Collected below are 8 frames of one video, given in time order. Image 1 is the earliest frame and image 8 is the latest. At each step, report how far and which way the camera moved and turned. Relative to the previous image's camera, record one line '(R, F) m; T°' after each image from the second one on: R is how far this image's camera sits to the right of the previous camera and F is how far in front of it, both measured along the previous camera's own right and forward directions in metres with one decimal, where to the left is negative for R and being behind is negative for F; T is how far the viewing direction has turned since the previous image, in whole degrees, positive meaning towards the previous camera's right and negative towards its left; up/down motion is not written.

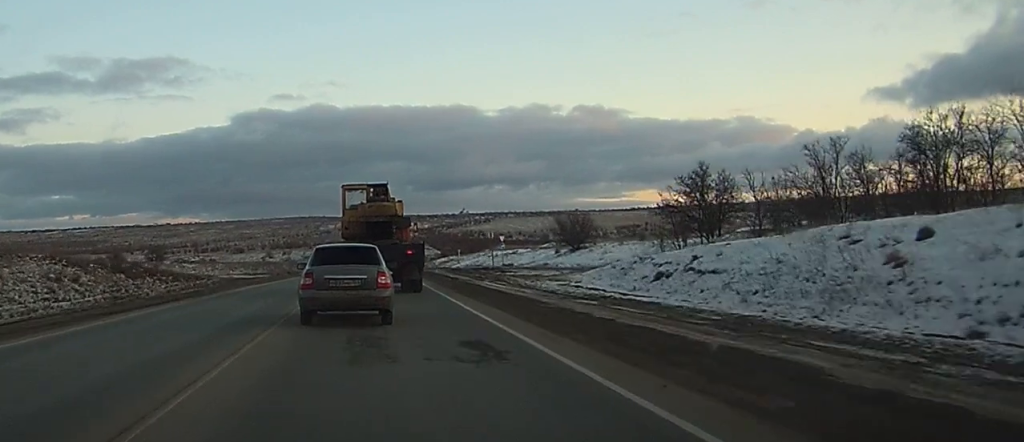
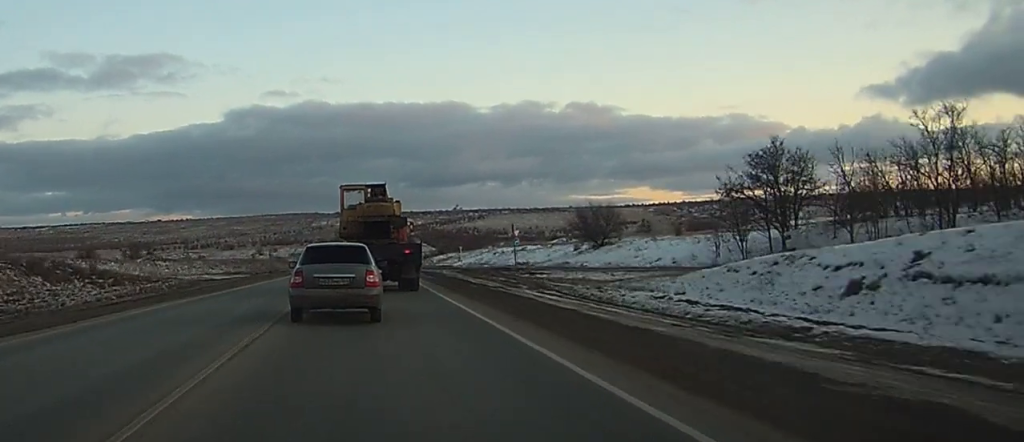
(0.0, +14.0) m; 0°
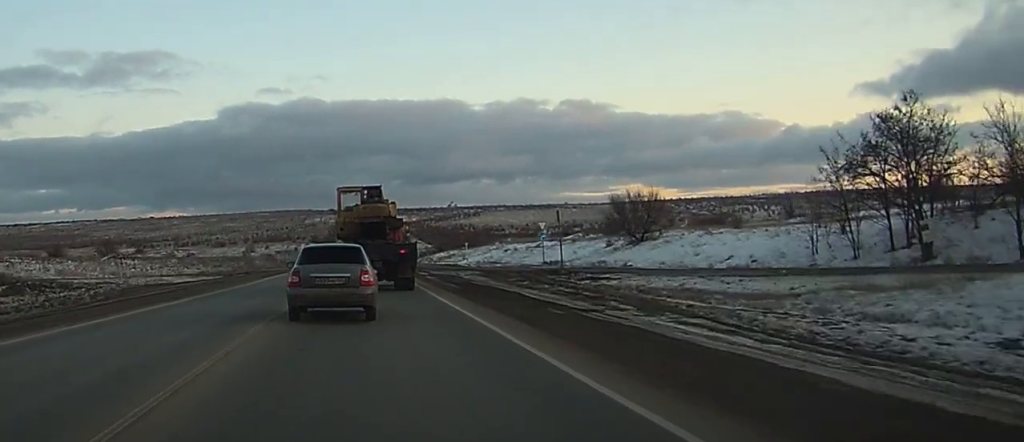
(0.0, +15.4) m; 0°
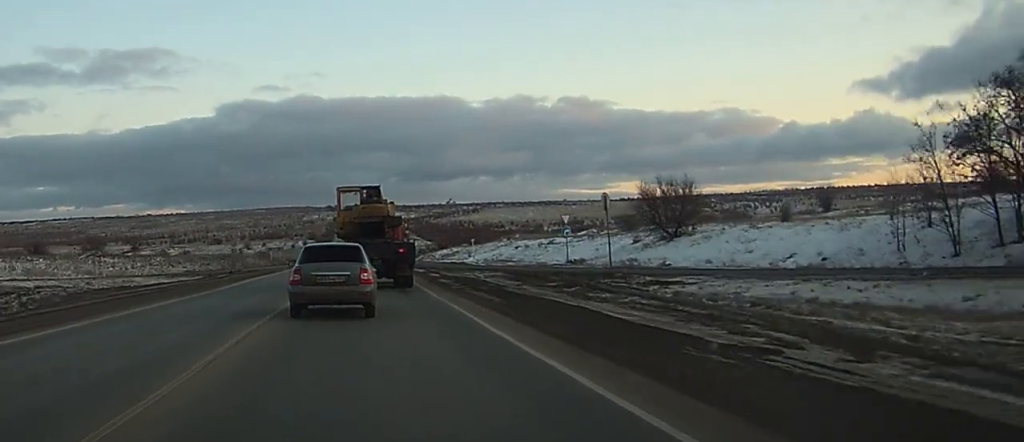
(0.0, +8.9) m; 0°
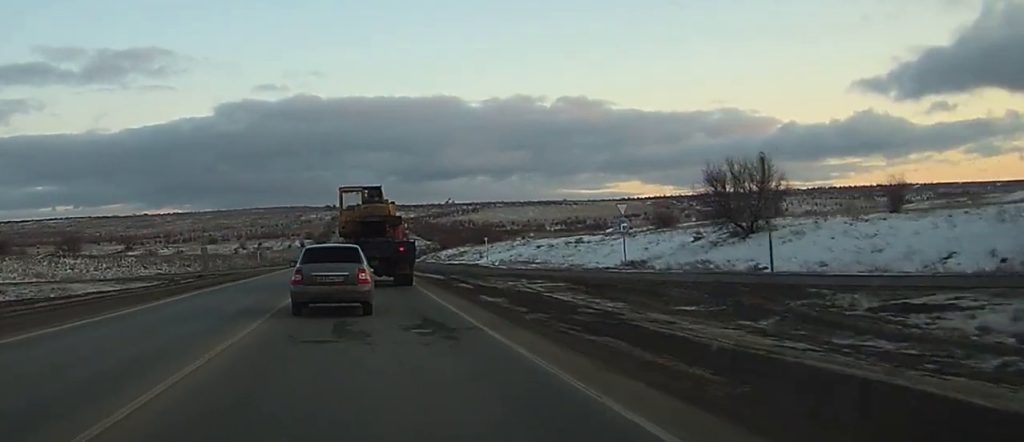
(0.0, +14.3) m; +1°
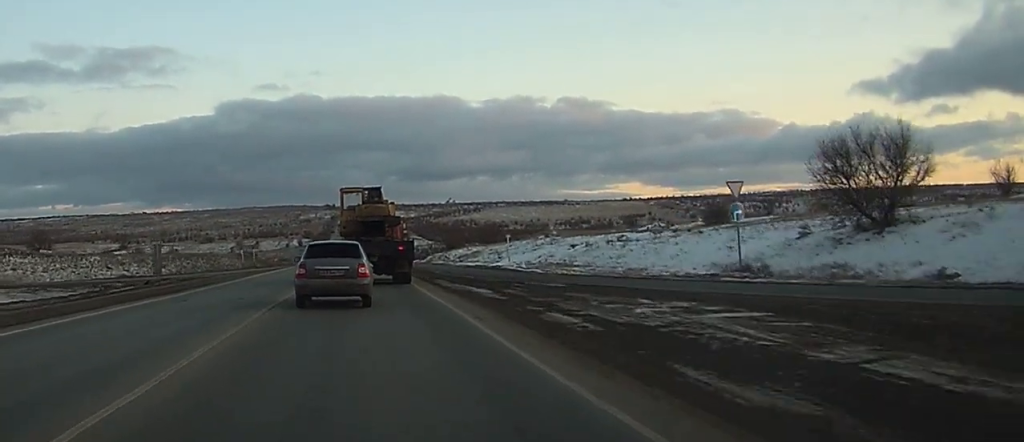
(+0.1, +15.3) m; +1°
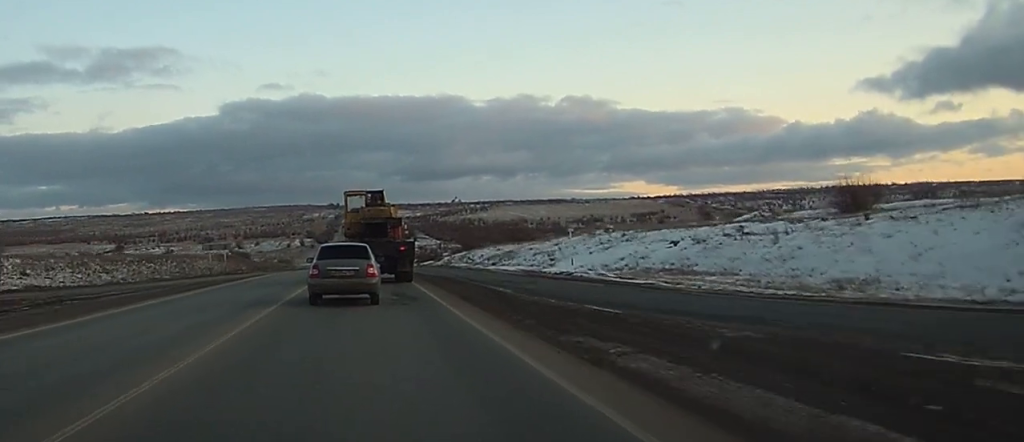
(-0.1, +24.8) m; -1°
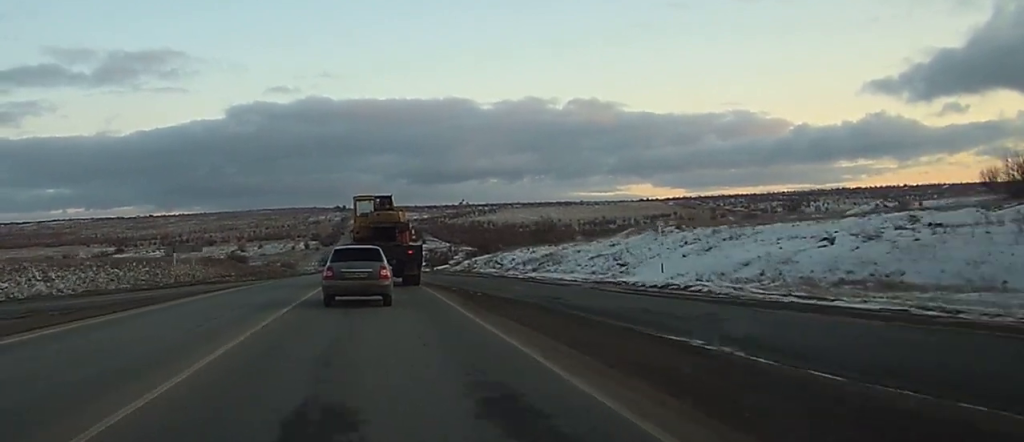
(-0.1, +17.4) m; -1°
